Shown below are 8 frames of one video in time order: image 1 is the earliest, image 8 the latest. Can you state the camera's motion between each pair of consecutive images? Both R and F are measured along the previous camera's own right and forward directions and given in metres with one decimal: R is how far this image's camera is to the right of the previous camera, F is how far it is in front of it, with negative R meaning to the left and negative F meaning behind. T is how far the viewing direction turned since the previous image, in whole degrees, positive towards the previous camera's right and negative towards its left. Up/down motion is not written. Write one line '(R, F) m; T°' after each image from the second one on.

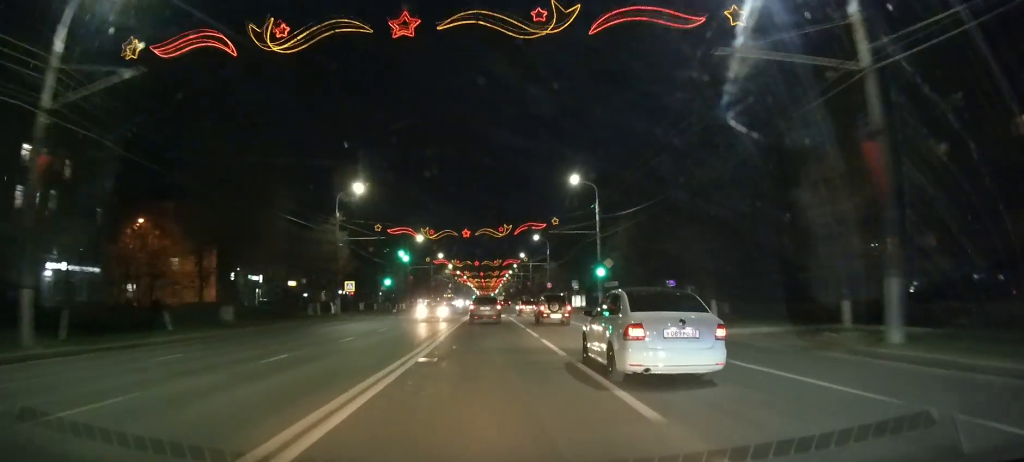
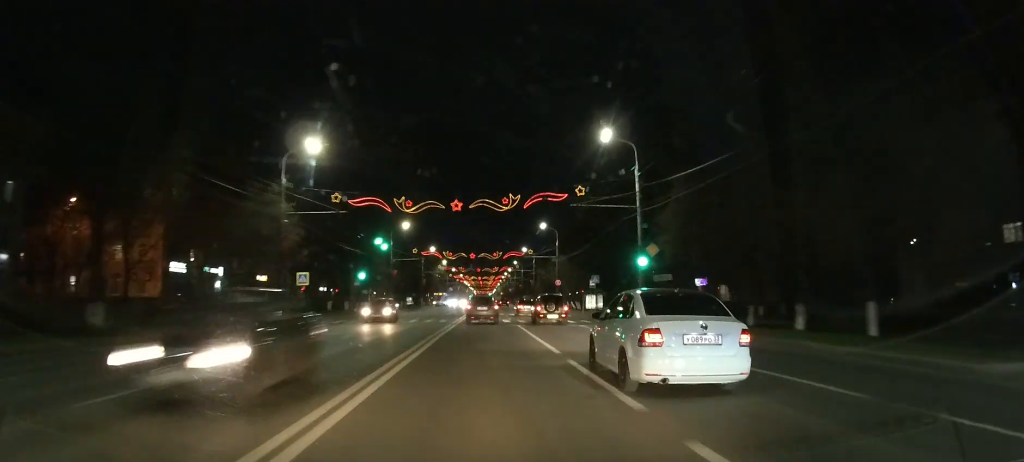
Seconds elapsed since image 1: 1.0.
(0.0, +14.7) m; 0°
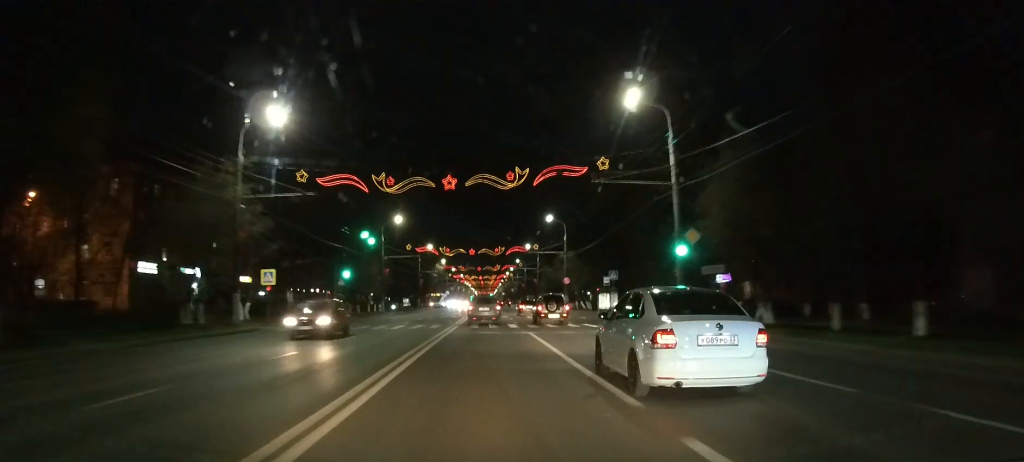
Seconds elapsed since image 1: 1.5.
(0.0, +7.5) m; 0°
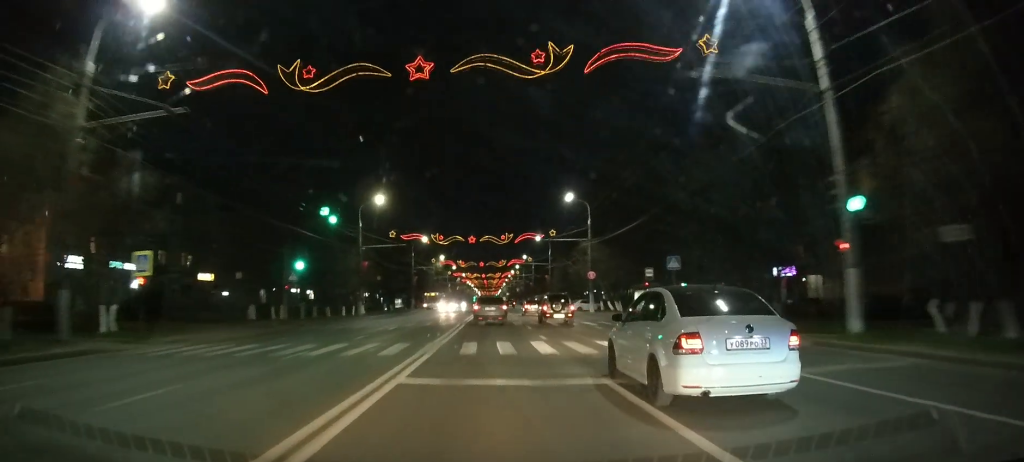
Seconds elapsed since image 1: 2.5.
(0.0, +15.1) m; 0°
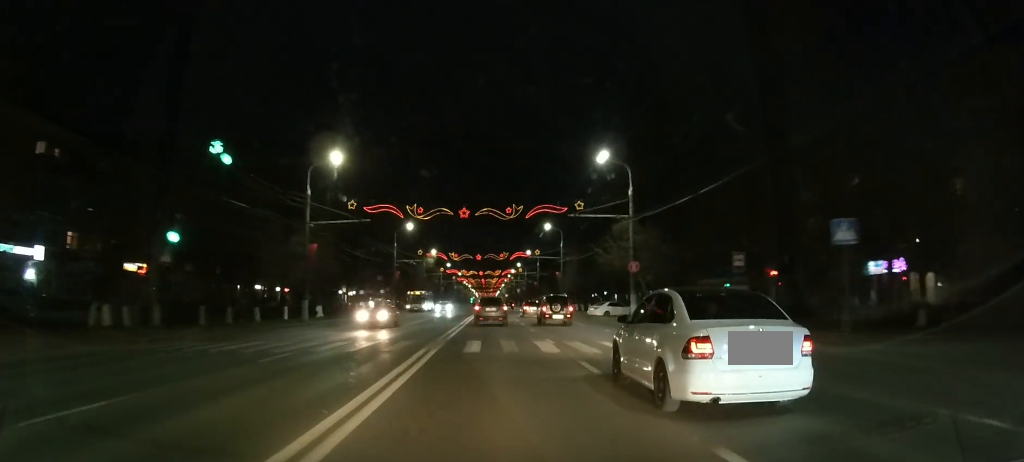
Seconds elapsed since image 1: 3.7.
(0.0, +17.5) m; 0°
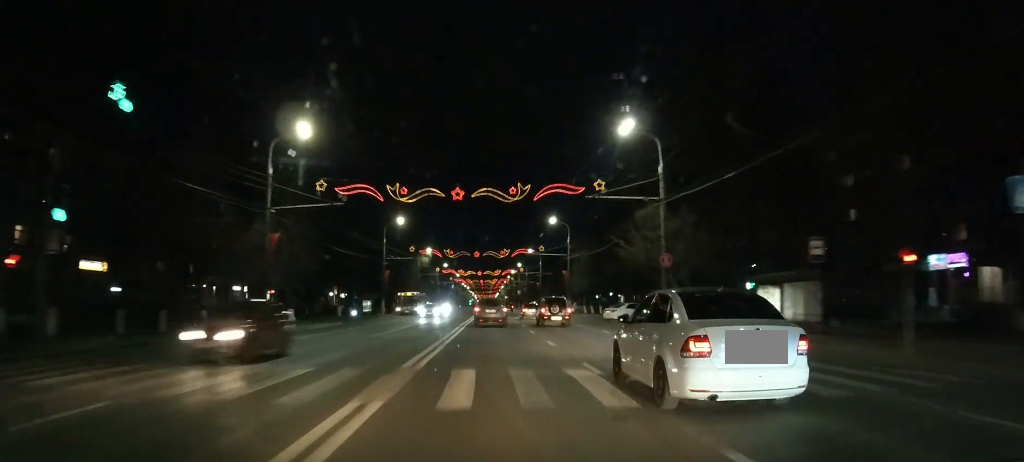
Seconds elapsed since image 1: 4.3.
(0.0, +7.9) m; 0°
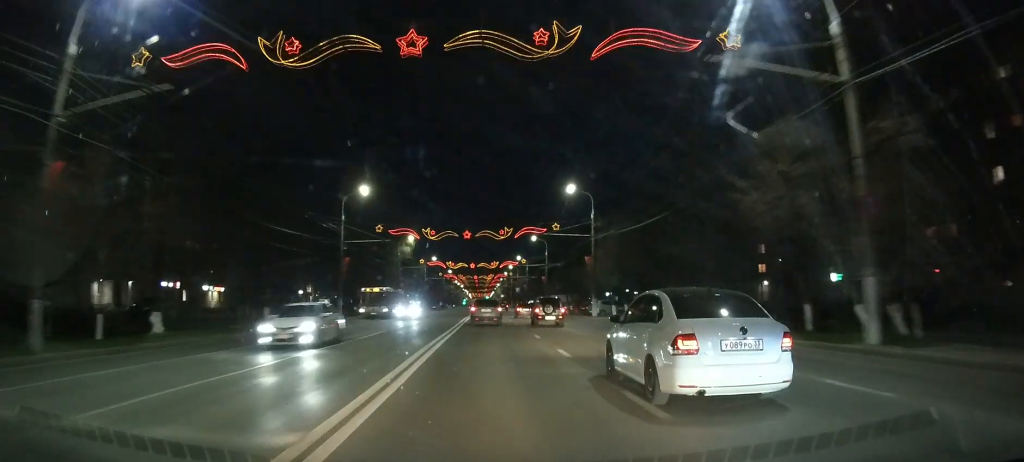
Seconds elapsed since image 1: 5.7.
(+0.1, +19.7) m; 0°
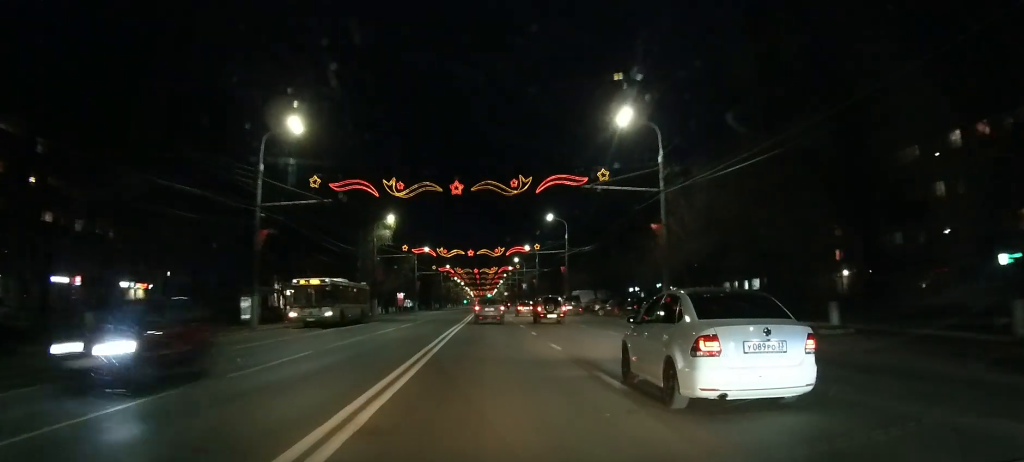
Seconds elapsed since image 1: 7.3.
(0.0, +20.7) m; 0°
